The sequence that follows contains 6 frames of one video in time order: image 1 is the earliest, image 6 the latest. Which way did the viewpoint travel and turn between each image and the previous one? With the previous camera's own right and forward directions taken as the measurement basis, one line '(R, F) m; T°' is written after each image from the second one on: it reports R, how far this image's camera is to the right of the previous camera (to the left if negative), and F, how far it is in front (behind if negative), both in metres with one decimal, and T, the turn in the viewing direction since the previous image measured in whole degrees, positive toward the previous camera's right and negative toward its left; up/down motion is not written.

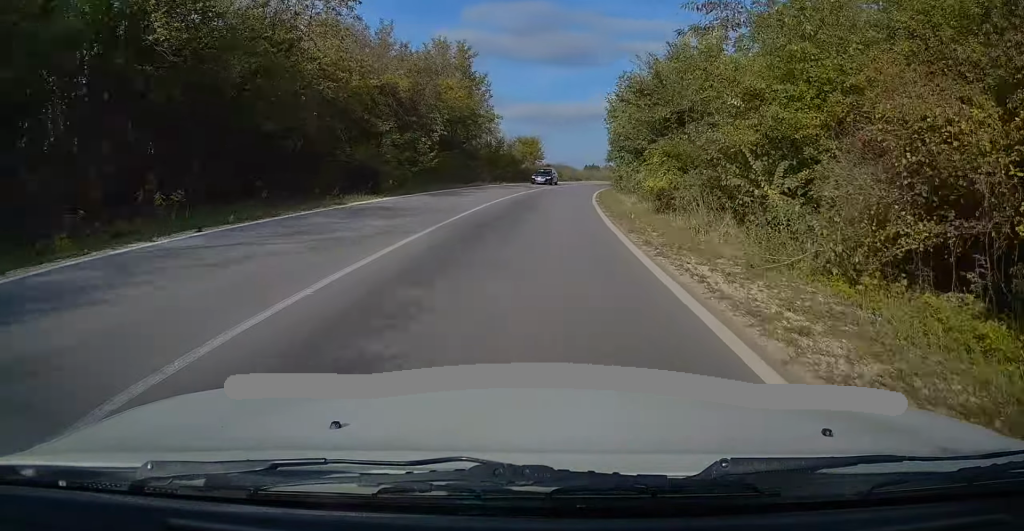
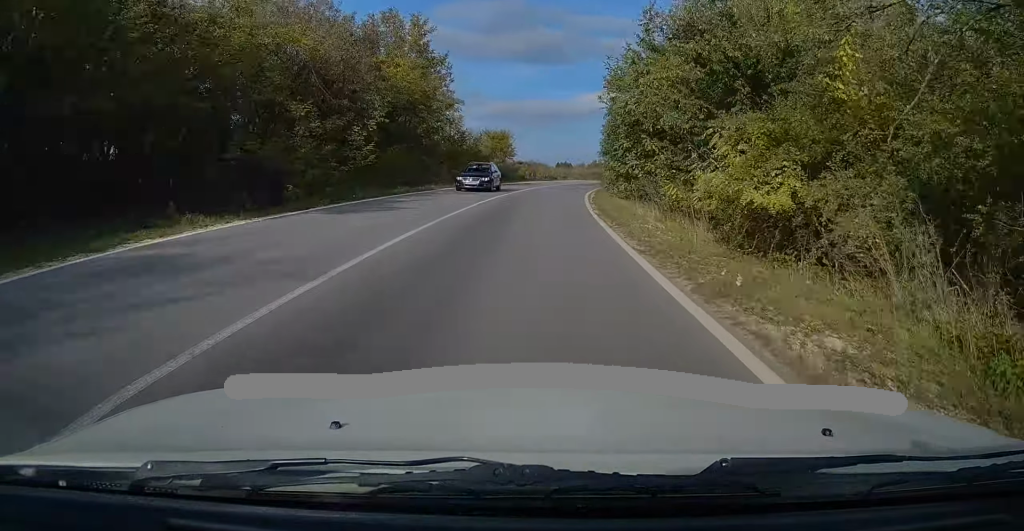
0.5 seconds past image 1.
(+0.3, +10.4) m; +2°
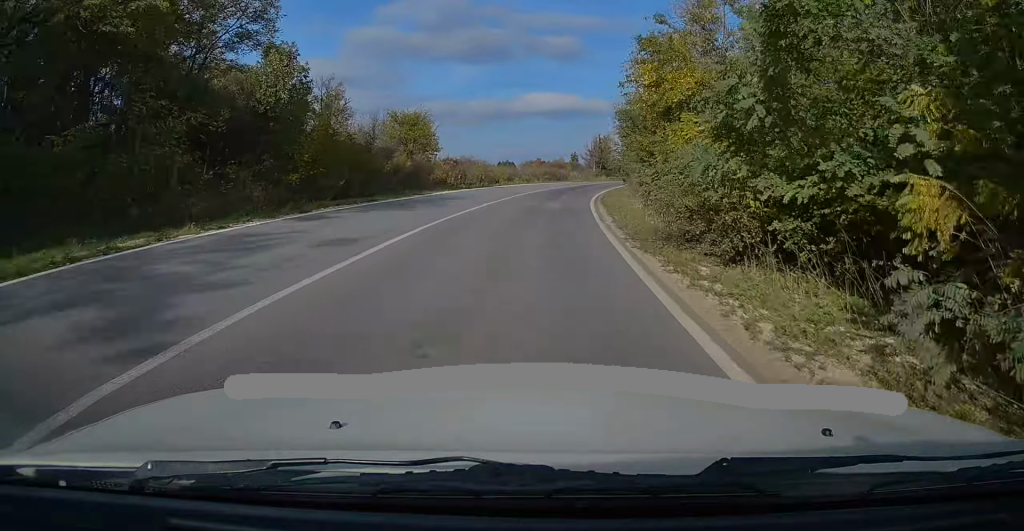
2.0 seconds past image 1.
(+1.5, +28.2) m; +5°
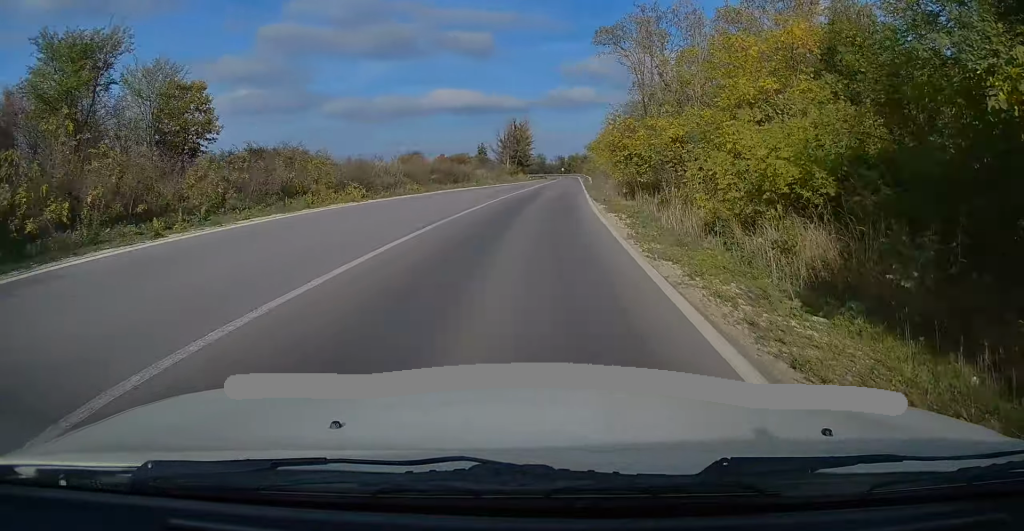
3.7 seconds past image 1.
(+2.2, +37.0) m; +7°
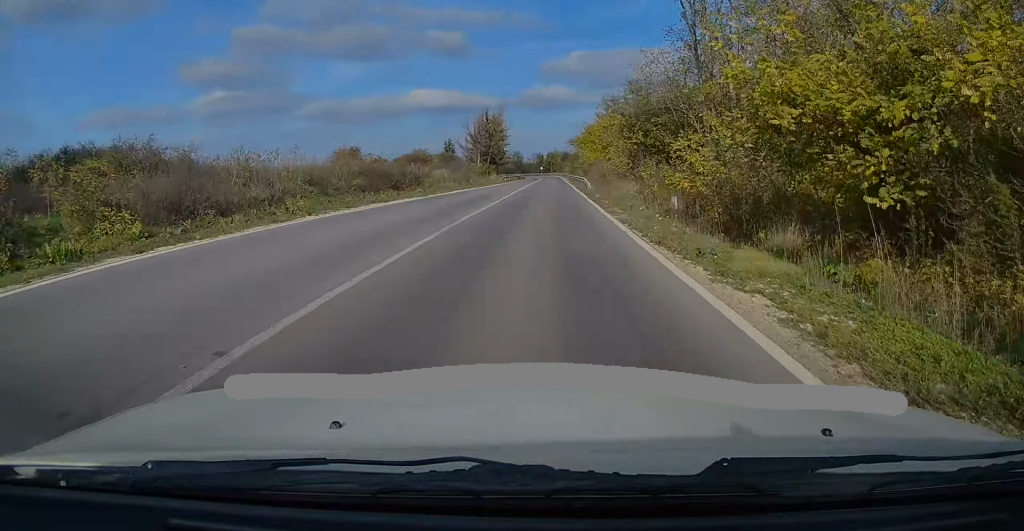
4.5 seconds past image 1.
(+0.6, +17.7) m; +4°
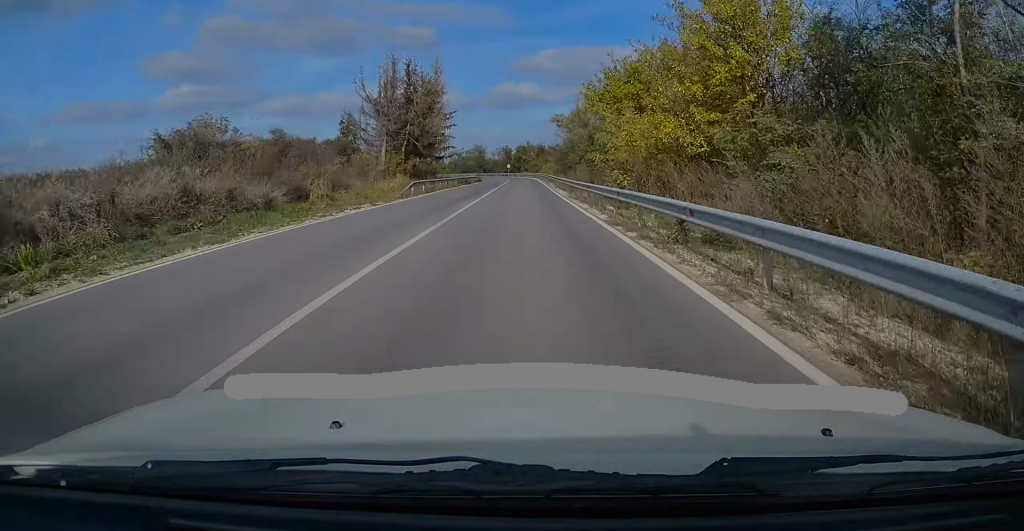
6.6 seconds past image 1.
(+2.6, +47.7) m; +4°
